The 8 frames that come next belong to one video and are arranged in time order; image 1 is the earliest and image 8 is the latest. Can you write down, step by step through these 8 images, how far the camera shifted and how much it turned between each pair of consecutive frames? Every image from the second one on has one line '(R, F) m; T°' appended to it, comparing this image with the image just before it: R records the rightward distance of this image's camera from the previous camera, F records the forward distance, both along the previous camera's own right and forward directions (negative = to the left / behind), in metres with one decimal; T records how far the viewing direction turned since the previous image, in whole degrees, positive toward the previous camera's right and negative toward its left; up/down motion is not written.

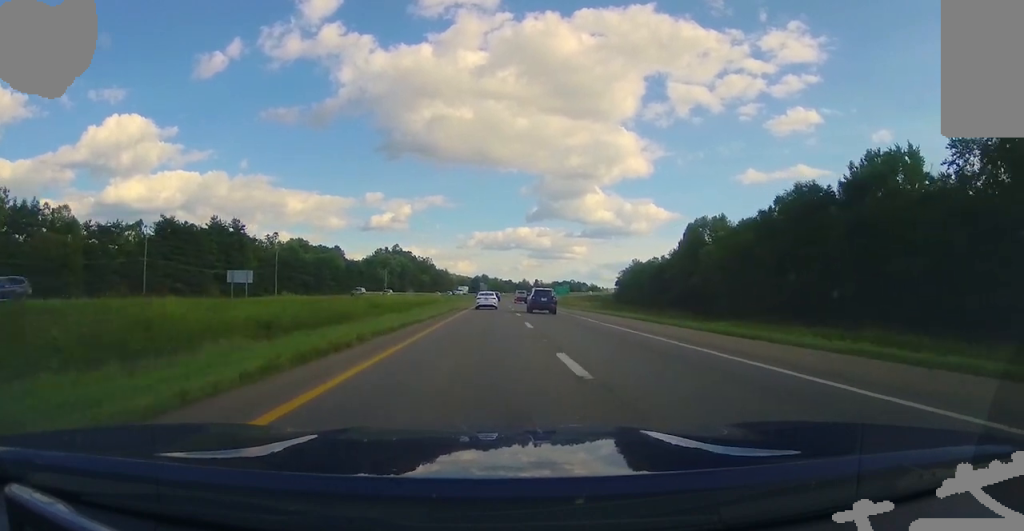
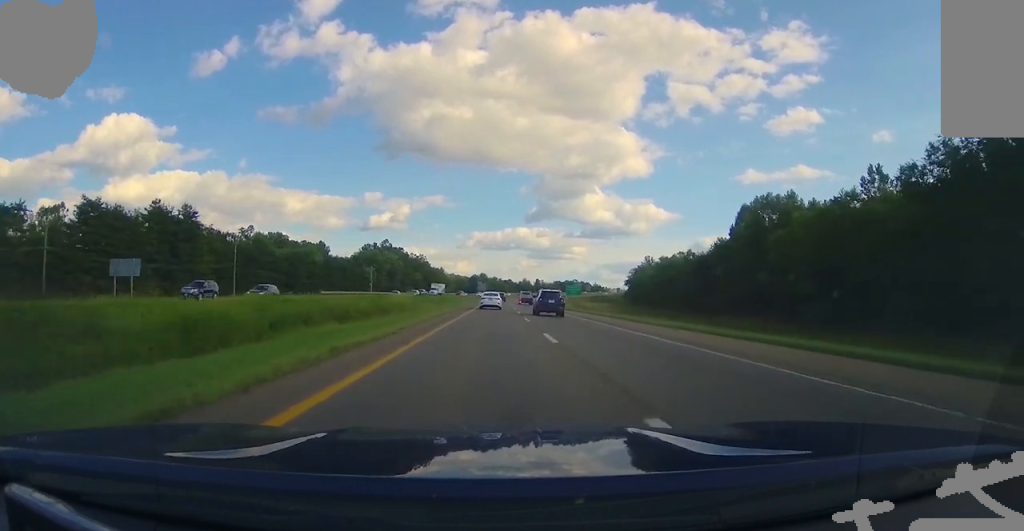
(0.0, +30.6) m; 0°
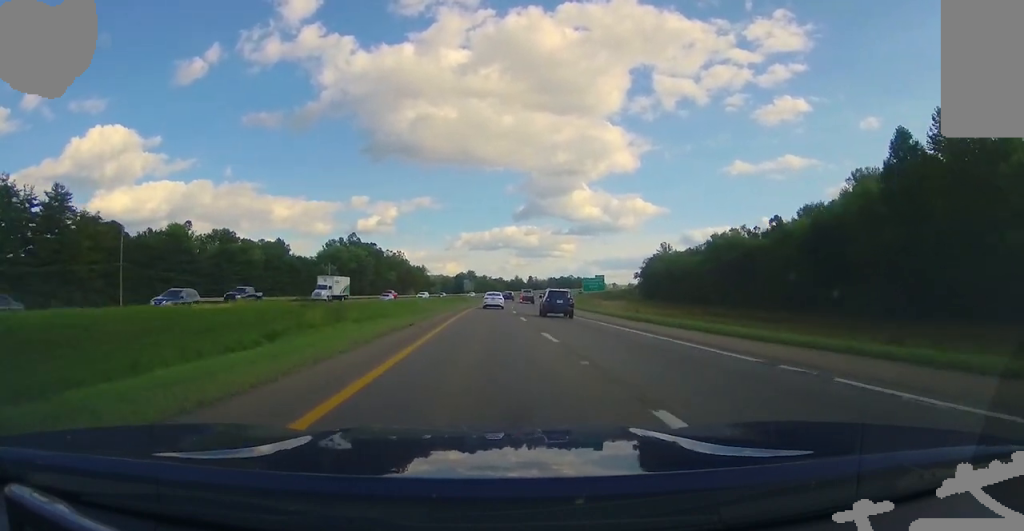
(+0.2, +48.8) m; +1°
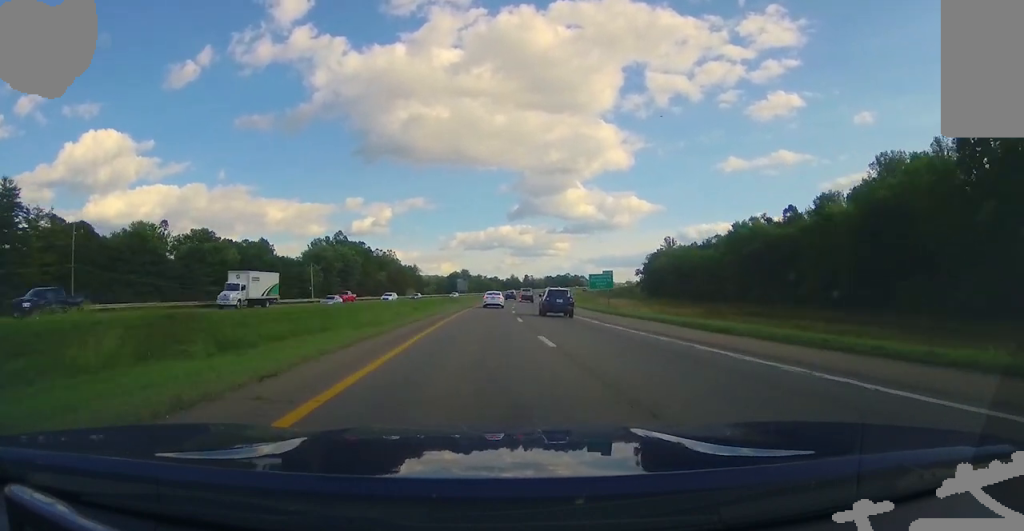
(+0.1, +14.0) m; 0°
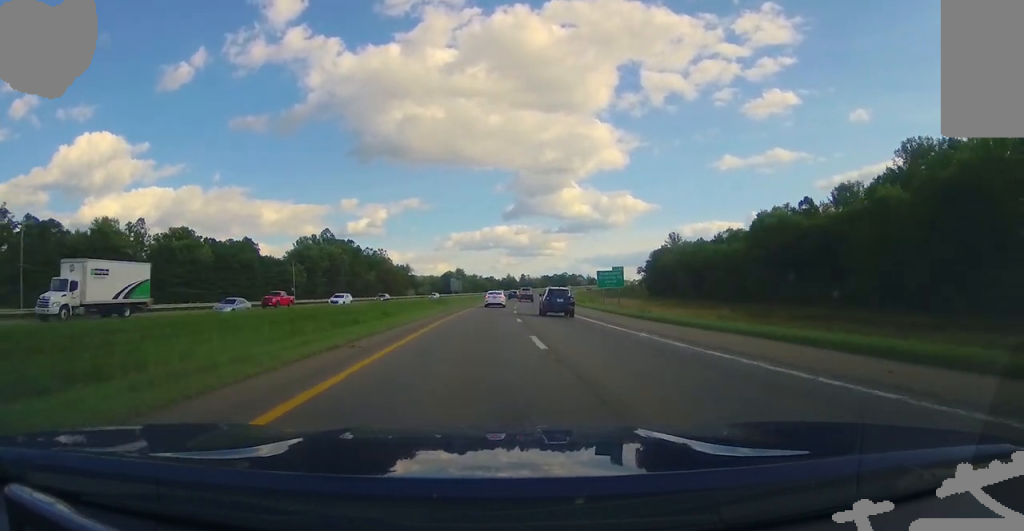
(0.0, +12.9) m; +1°
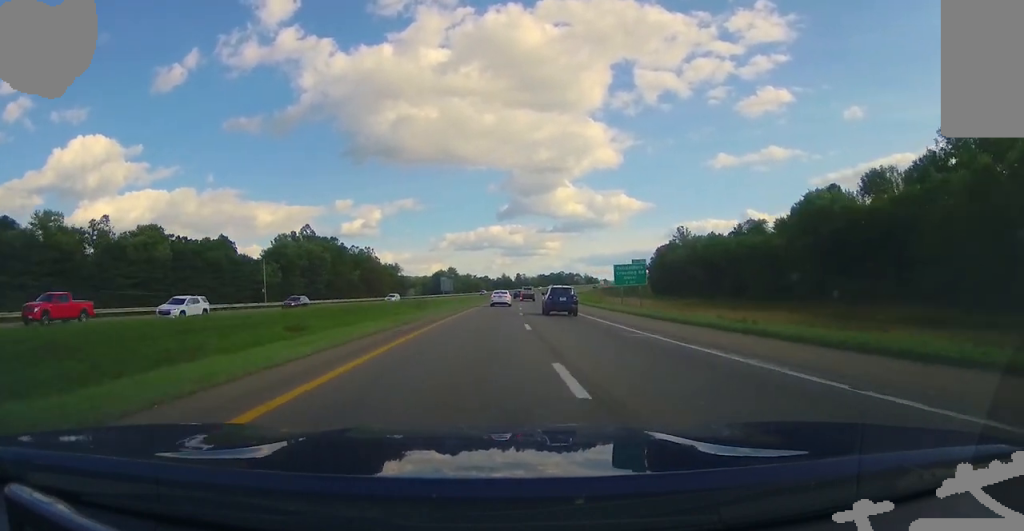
(-0.1, +18.2) m; +1°
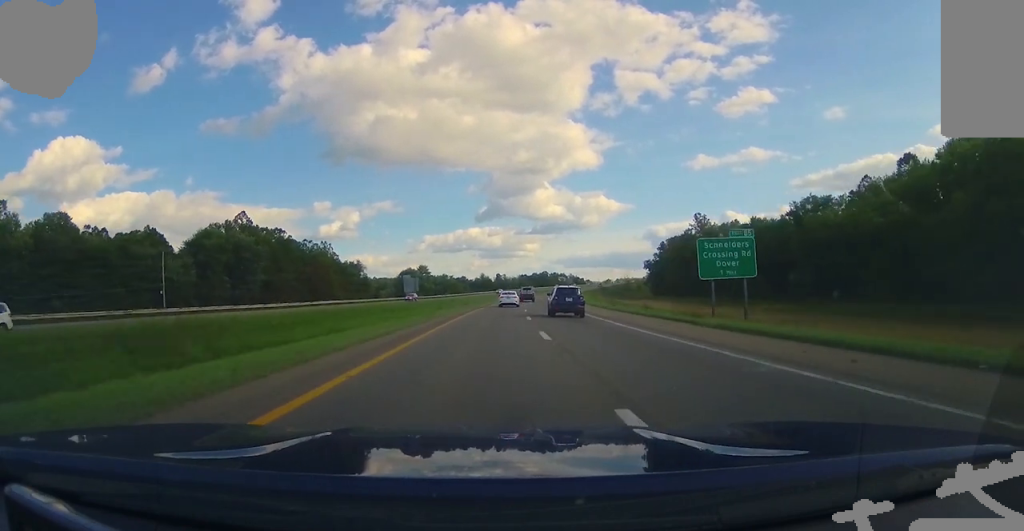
(+1.5, +40.7) m; +3°
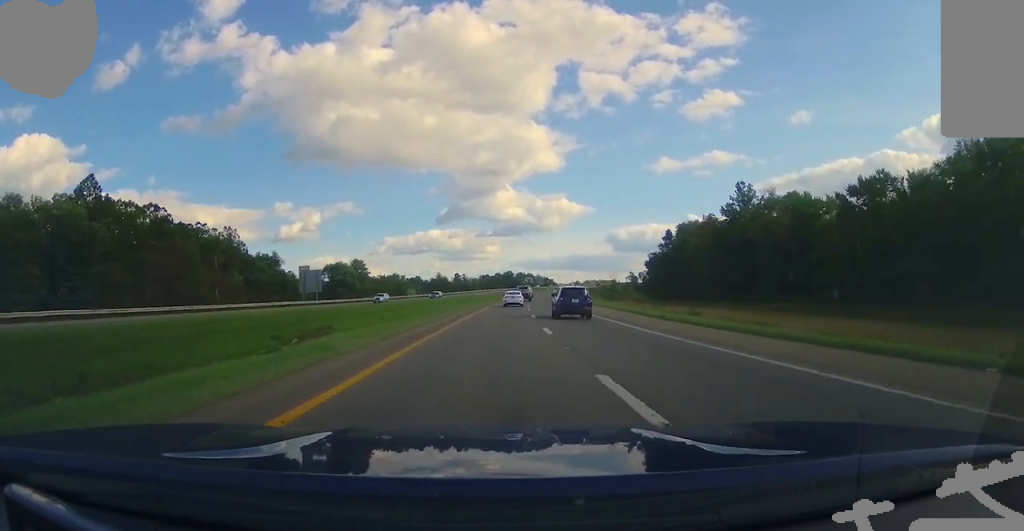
(0.0, +59.0) m; +2°
